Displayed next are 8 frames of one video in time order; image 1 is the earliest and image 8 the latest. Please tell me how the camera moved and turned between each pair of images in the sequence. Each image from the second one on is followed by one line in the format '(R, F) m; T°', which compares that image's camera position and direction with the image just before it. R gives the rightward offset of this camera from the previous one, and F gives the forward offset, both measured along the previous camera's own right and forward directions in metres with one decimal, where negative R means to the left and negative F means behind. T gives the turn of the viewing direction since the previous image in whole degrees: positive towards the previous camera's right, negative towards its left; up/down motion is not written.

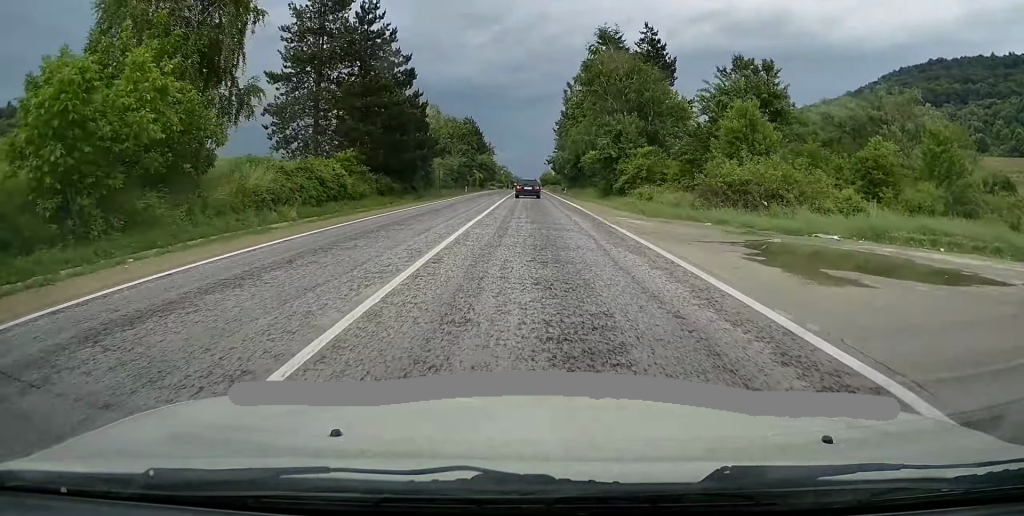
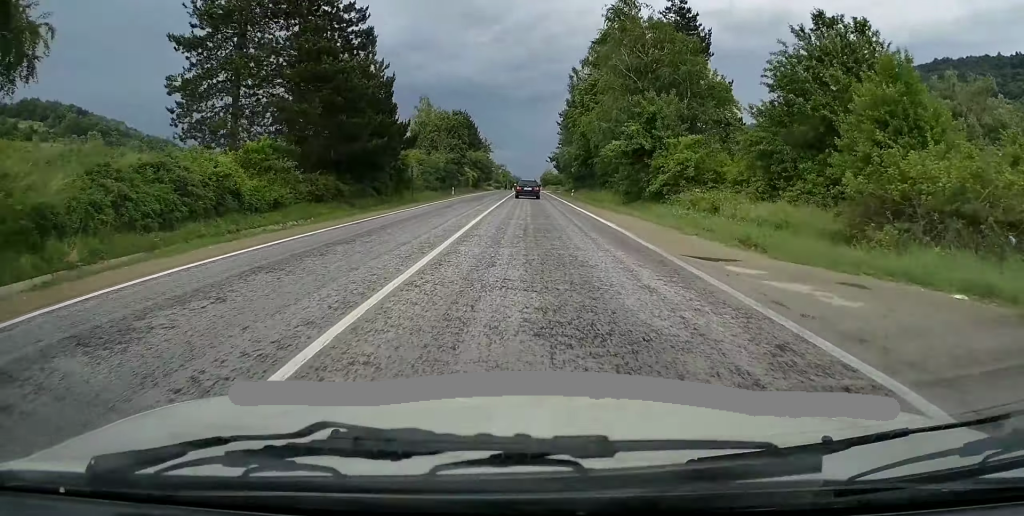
(+0.2, +12.9) m; 0°
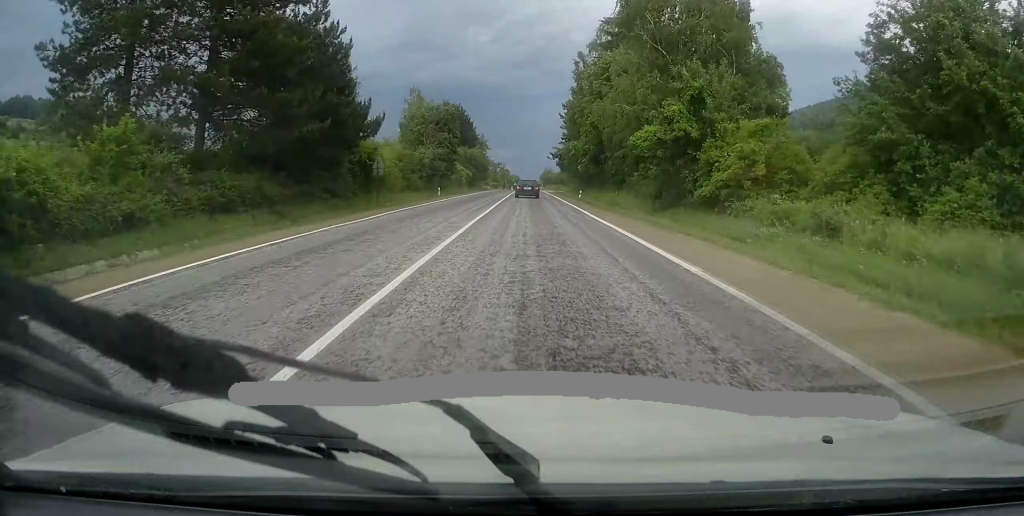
(-0.2, +9.7) m; 0°
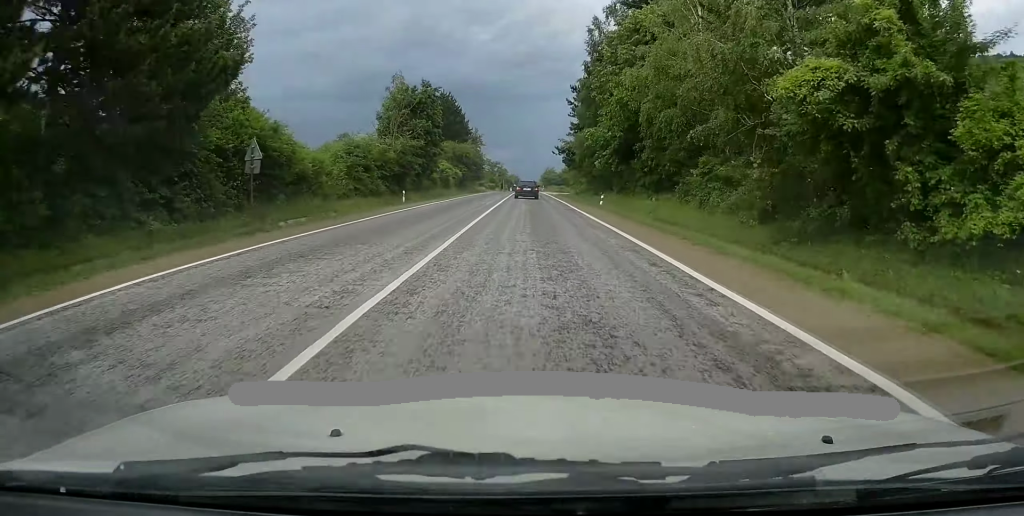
(-0.2, +15.3) m; -1°
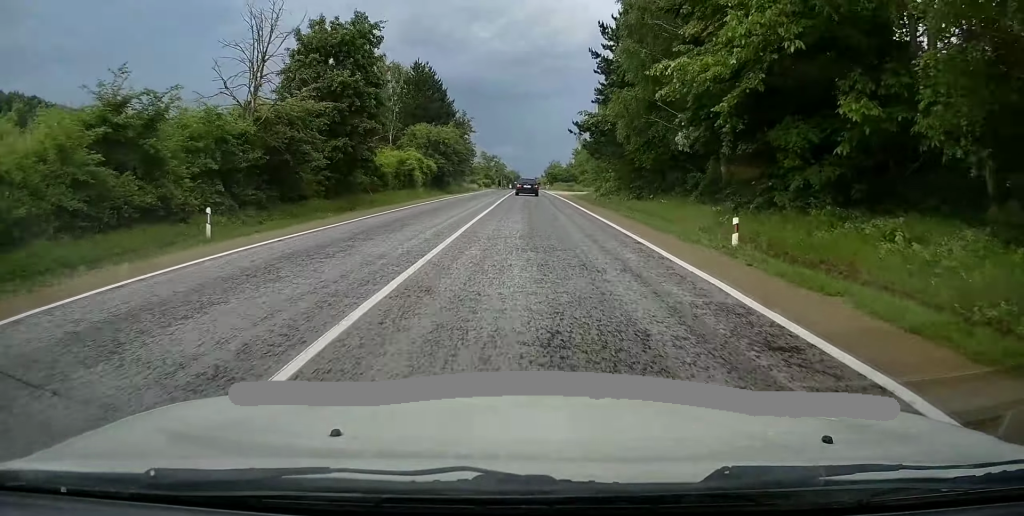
(+0.1, +24.1) m; +1°
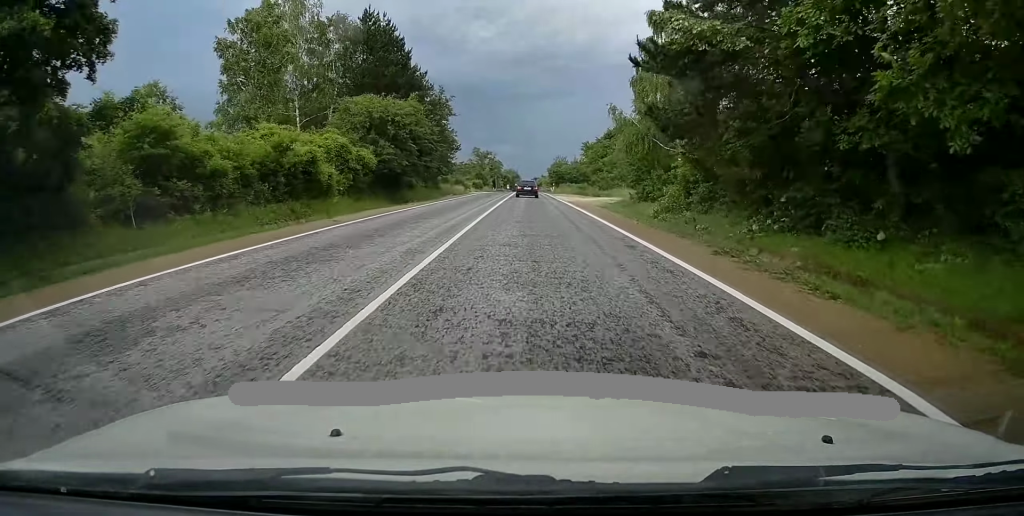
(+0.3, +24.2) m; 0°
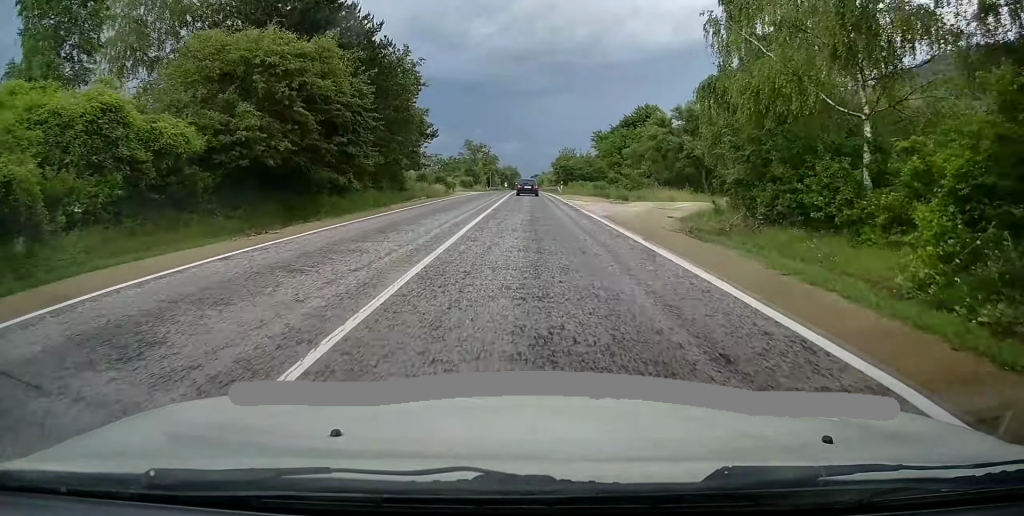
(-0.3, +20.3) m; -1°
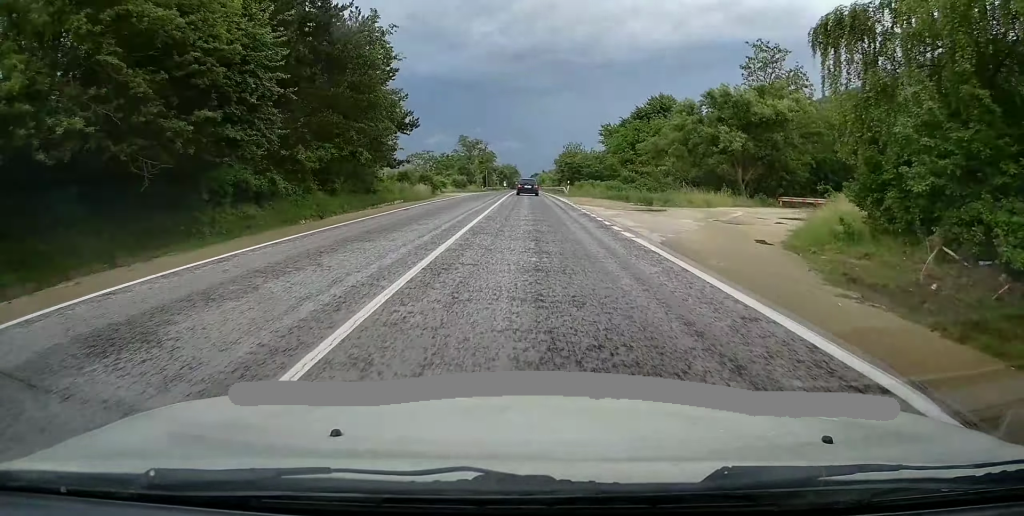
(0.0, +10.6) m; 0°
